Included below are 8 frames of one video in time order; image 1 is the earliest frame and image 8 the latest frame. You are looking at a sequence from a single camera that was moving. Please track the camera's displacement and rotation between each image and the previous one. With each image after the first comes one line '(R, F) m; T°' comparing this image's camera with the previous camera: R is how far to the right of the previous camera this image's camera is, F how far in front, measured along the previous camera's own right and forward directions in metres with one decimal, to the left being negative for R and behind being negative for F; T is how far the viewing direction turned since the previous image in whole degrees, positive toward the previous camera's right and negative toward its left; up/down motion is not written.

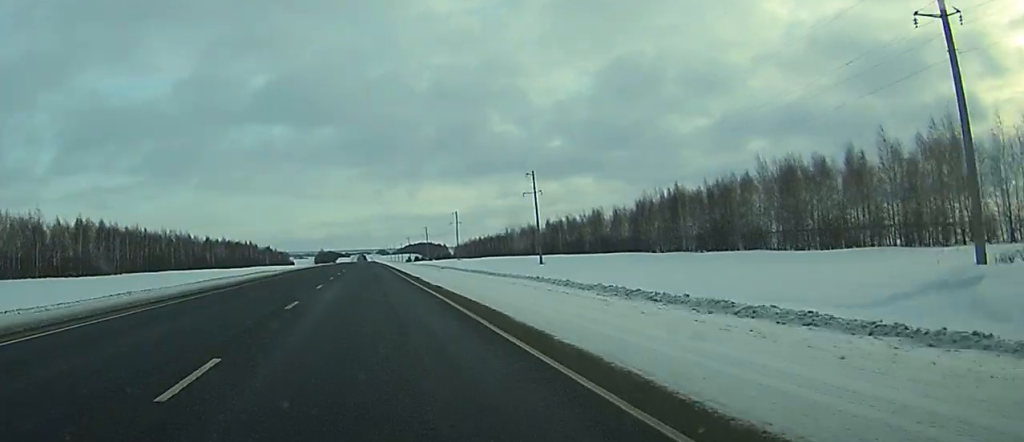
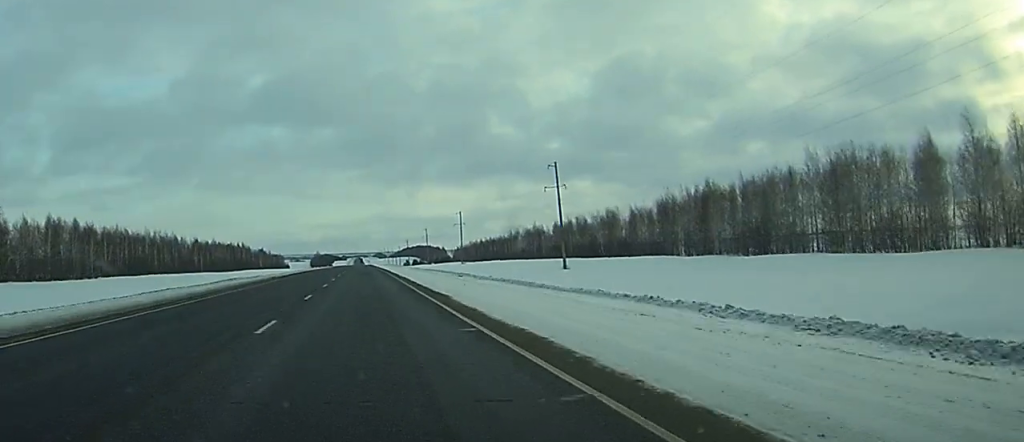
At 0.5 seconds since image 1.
(0.0, +16.9) m; 0°
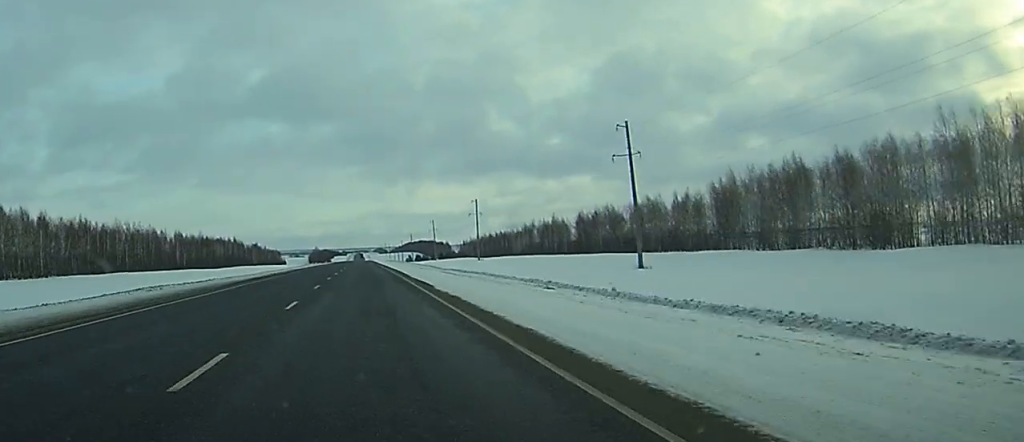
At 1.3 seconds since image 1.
(-0.1, +30.2) m; 0°
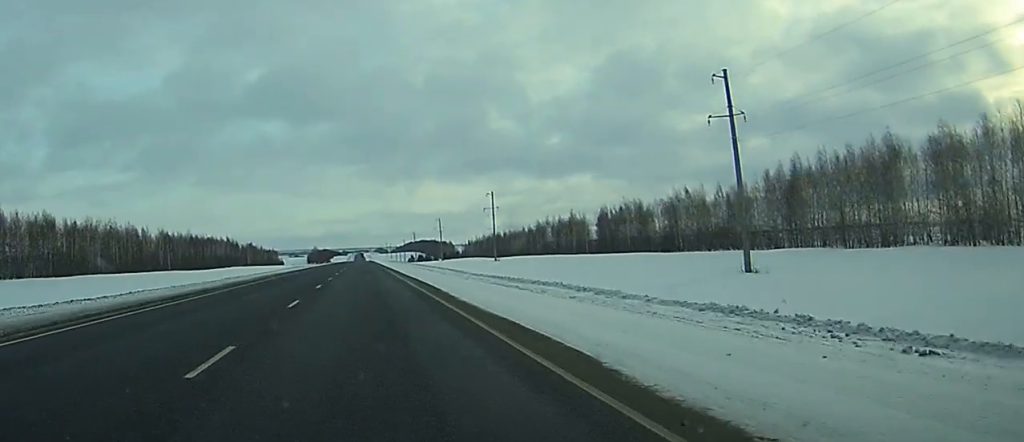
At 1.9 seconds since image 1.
(+0.1, +23.1) m; 0°
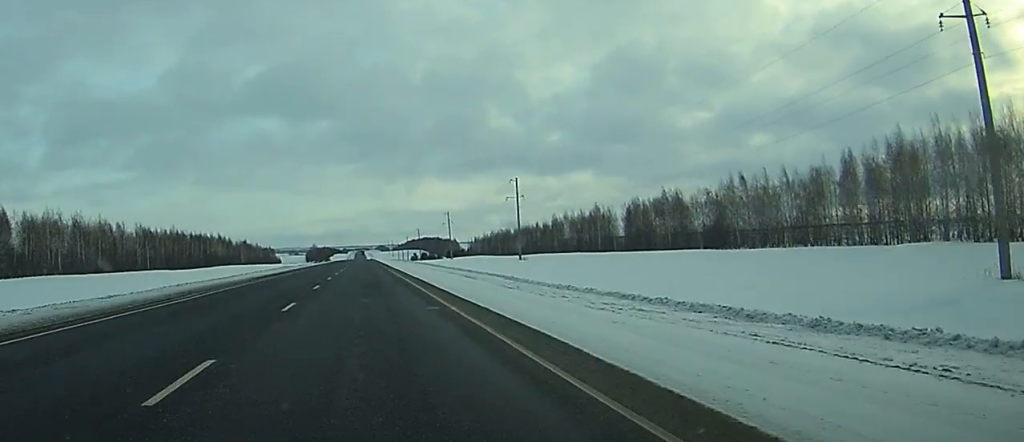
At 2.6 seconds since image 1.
(+0.1, +25.5) m; 0°
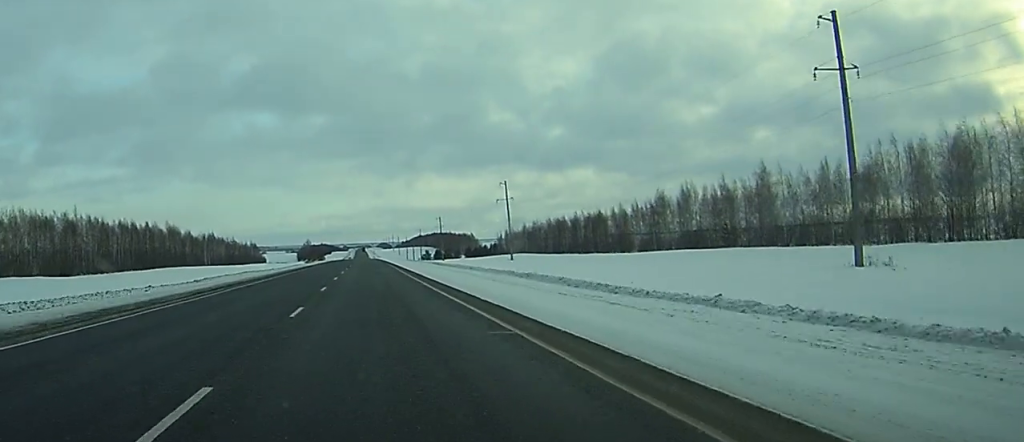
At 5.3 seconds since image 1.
(-0.7, +97.8) m; -1°
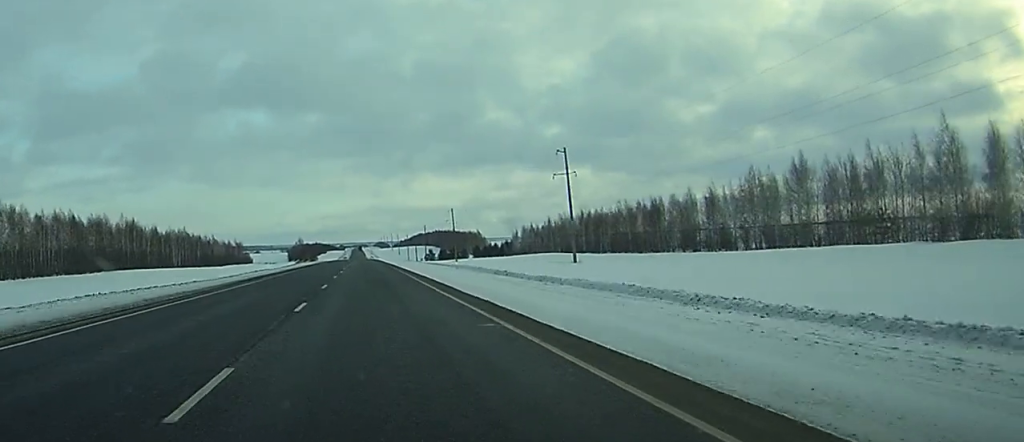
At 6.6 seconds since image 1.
(0.0, +46.7) m; 0°
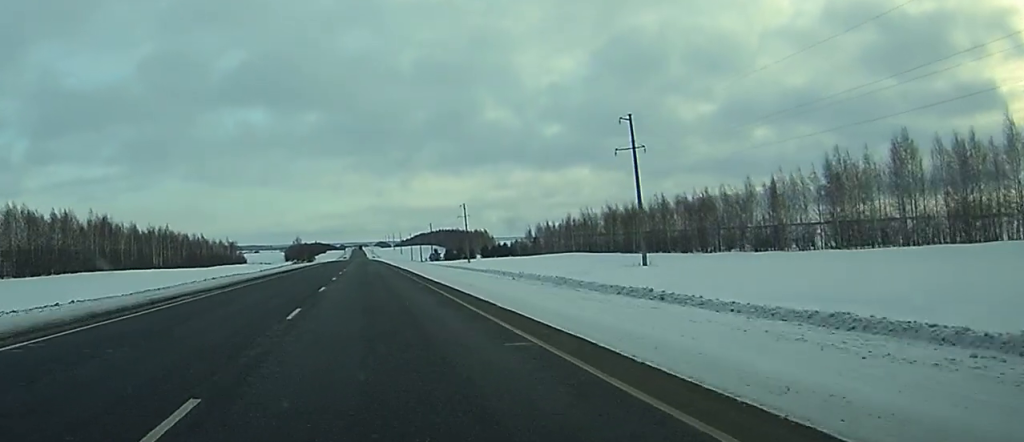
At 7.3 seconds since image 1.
(+0.1, +25.9) m; 0°
